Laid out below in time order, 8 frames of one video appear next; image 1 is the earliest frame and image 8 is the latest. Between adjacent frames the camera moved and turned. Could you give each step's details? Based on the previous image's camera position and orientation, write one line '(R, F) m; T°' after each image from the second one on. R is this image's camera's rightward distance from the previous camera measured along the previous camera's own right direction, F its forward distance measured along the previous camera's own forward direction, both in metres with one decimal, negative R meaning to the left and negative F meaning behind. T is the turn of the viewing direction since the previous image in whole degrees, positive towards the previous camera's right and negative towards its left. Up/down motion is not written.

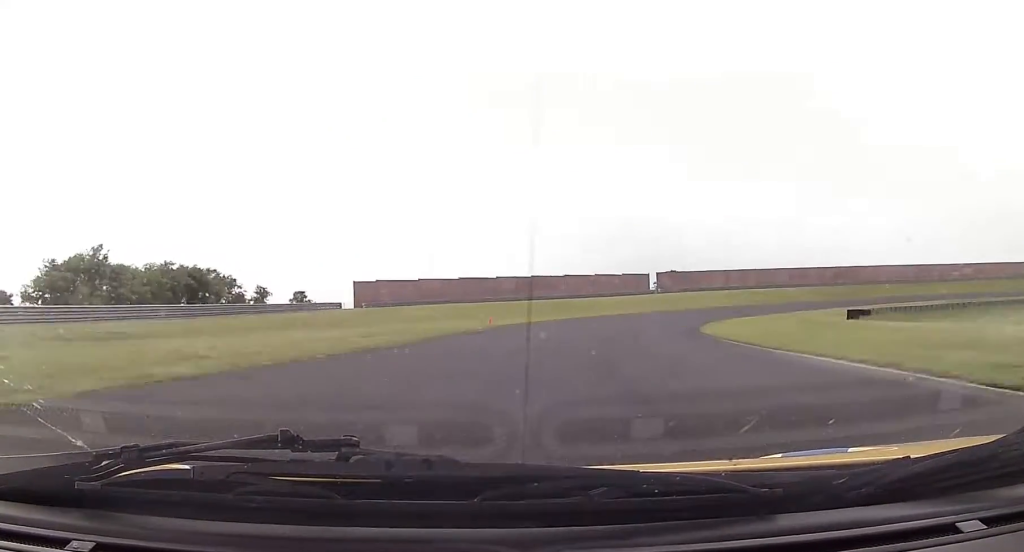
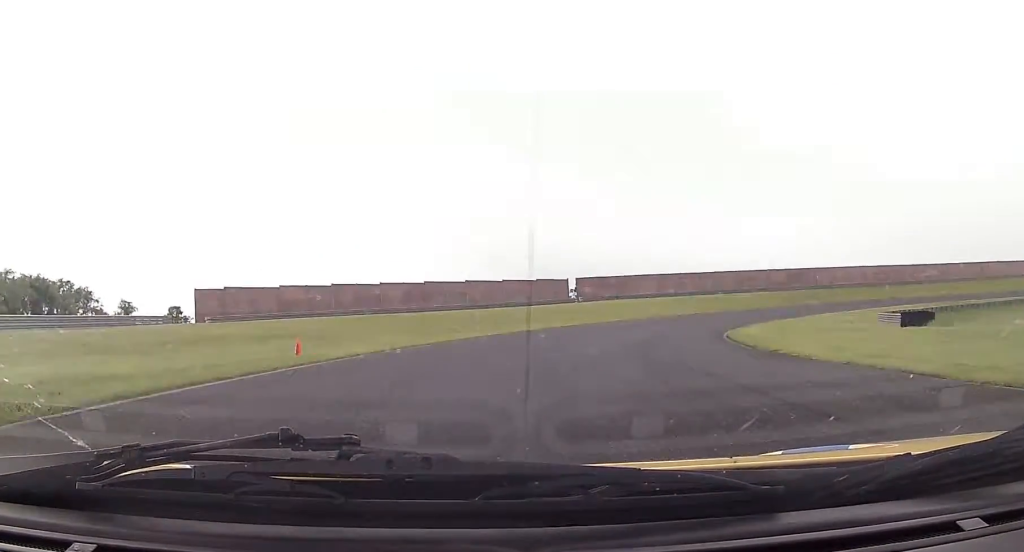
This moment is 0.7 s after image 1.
(+0.9, +24.8) m; +9°
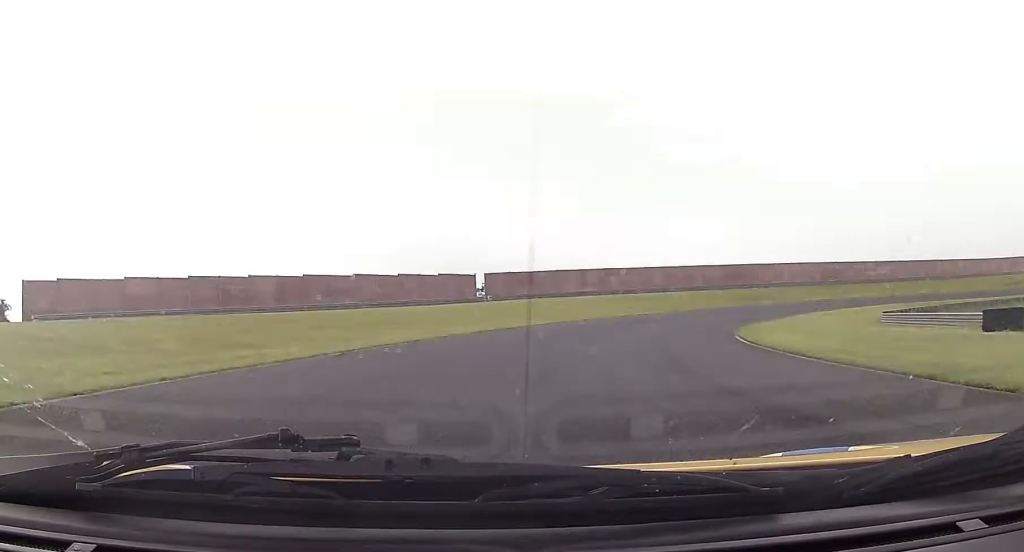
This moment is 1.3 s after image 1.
(+1.6, +16.7) m; +9°
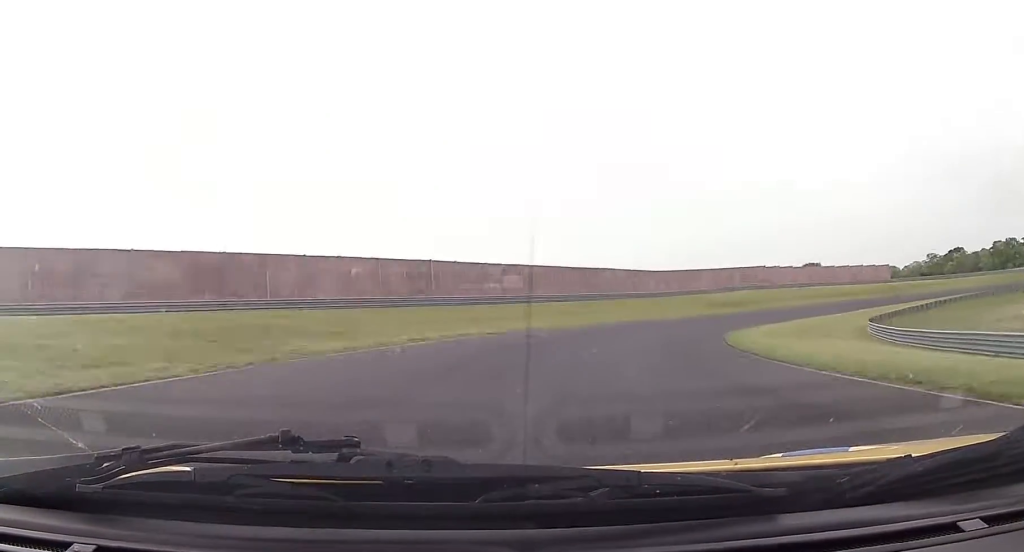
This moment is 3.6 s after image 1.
(+24.7, +67.6) m; +43°
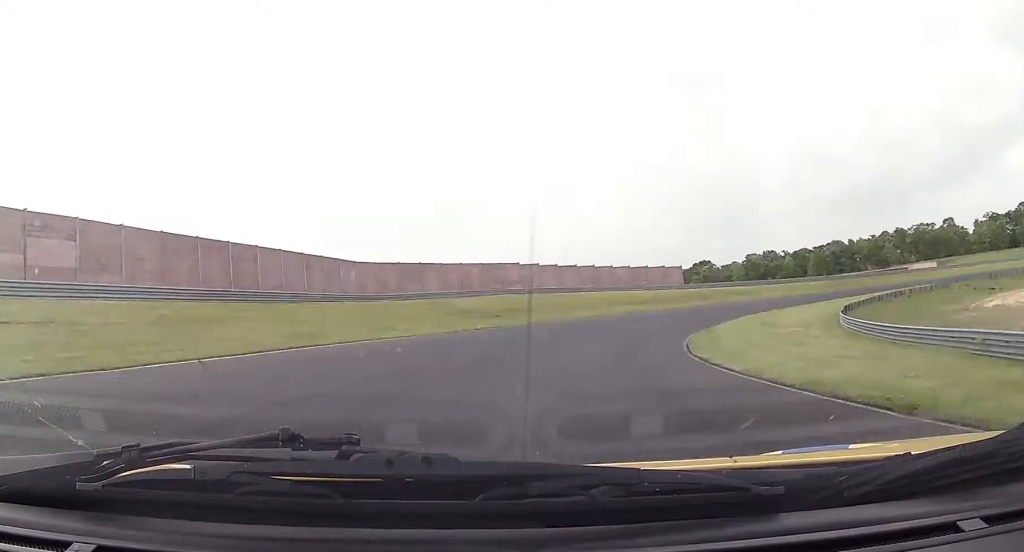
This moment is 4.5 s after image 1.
(+4.6, +27.4) m; +16°
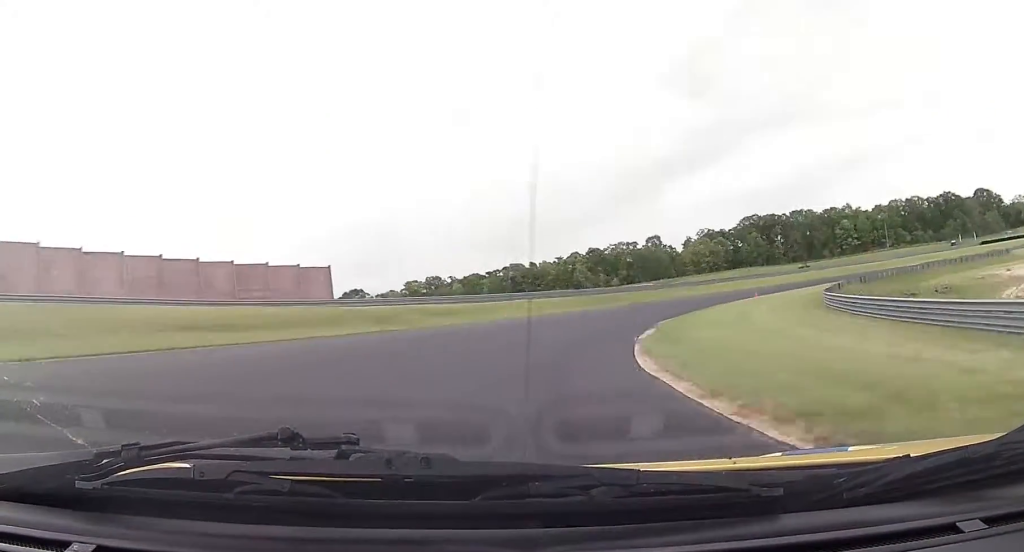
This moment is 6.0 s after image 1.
(+12.9, +47.9) m; +29°
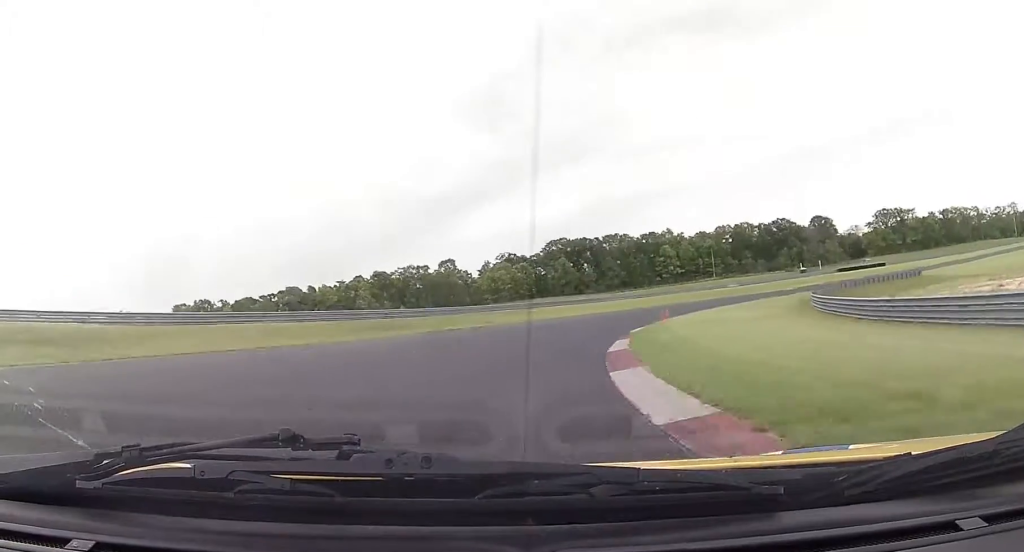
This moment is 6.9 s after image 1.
(+4.3, +29.5) m; +16°
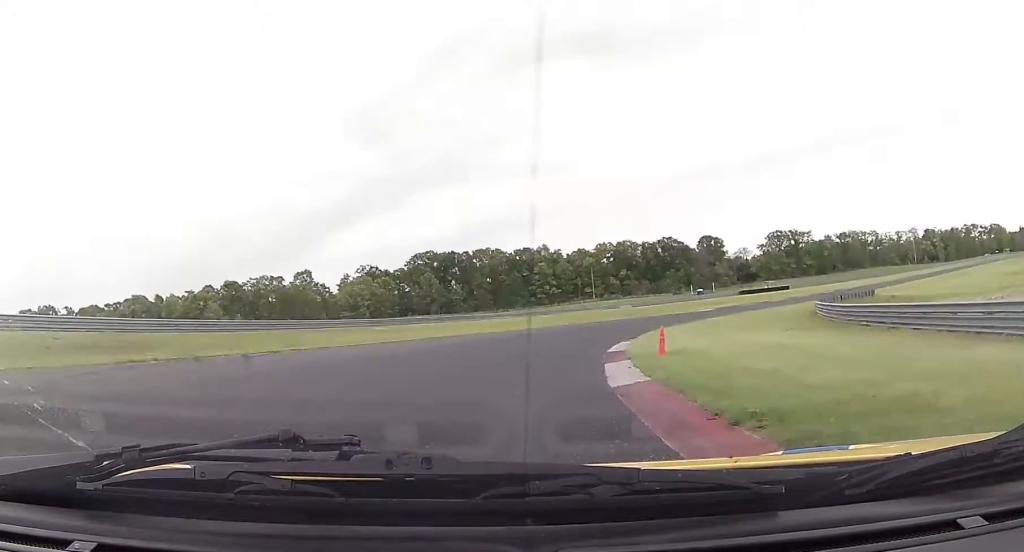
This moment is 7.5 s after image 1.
(+1.3, +20.3) m; +10°
